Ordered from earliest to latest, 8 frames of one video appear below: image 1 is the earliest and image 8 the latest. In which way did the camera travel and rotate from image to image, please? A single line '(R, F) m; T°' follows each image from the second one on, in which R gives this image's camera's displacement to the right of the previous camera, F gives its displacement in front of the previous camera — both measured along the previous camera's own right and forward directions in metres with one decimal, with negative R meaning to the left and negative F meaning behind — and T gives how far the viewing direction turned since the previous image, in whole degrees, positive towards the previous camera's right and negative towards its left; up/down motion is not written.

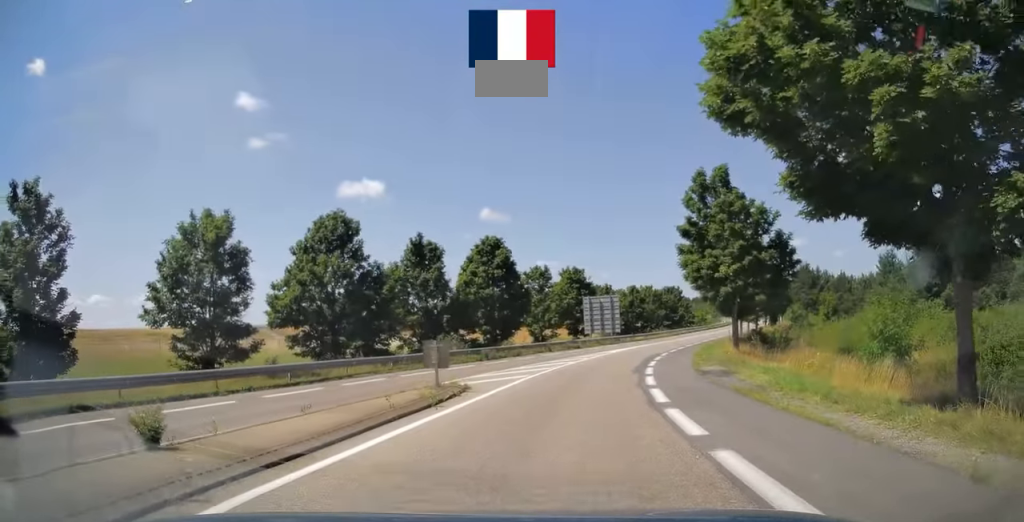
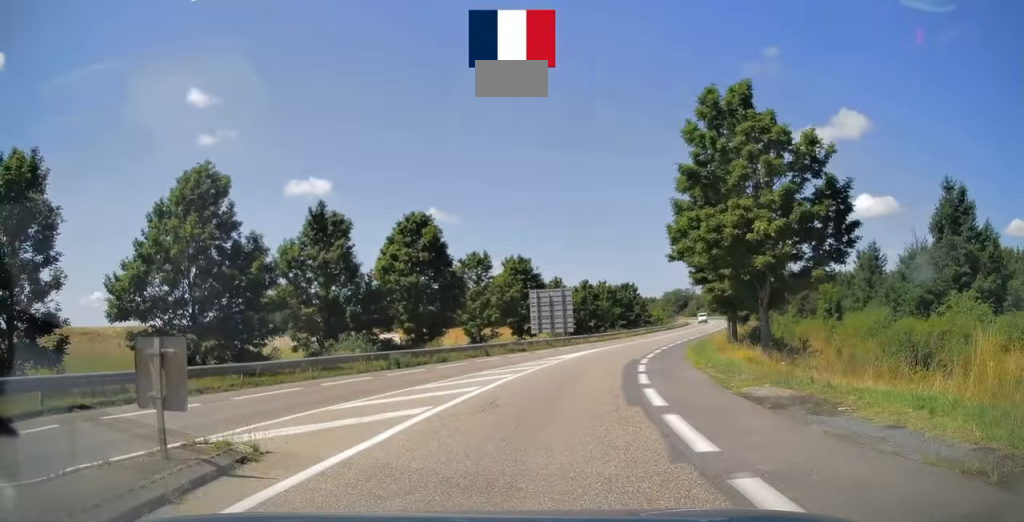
(+0.3, +9.8) m; +4°
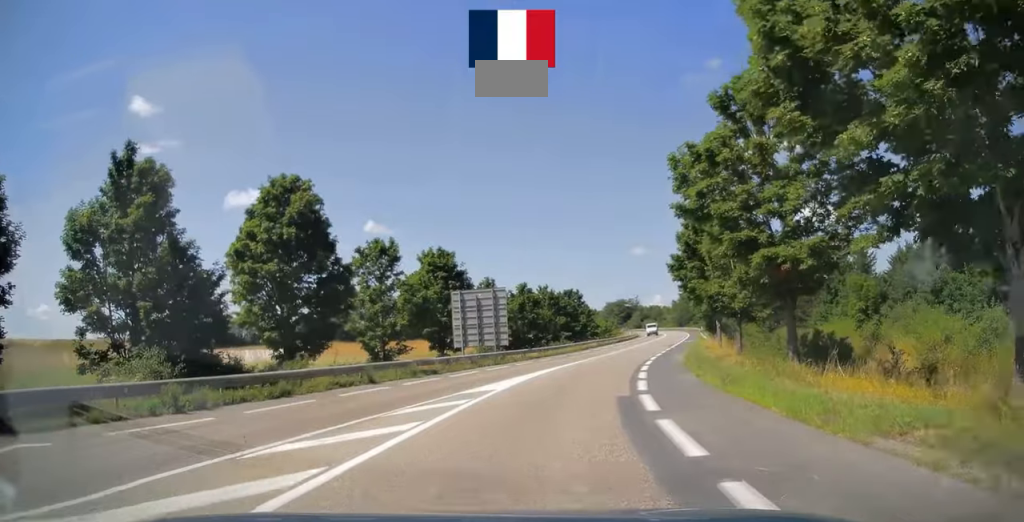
(+0.5, +12.9) m; +6°
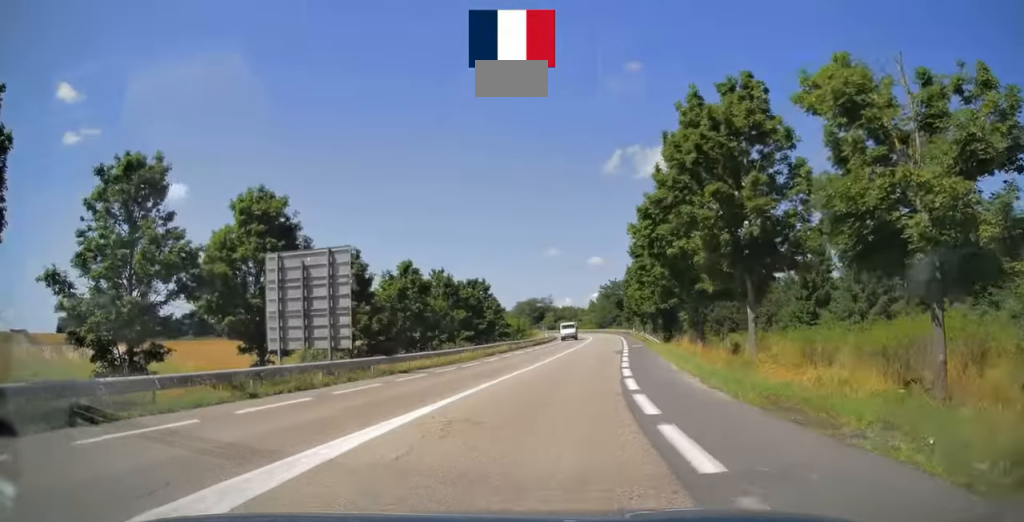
(+1.4, +18.6) m; +8°
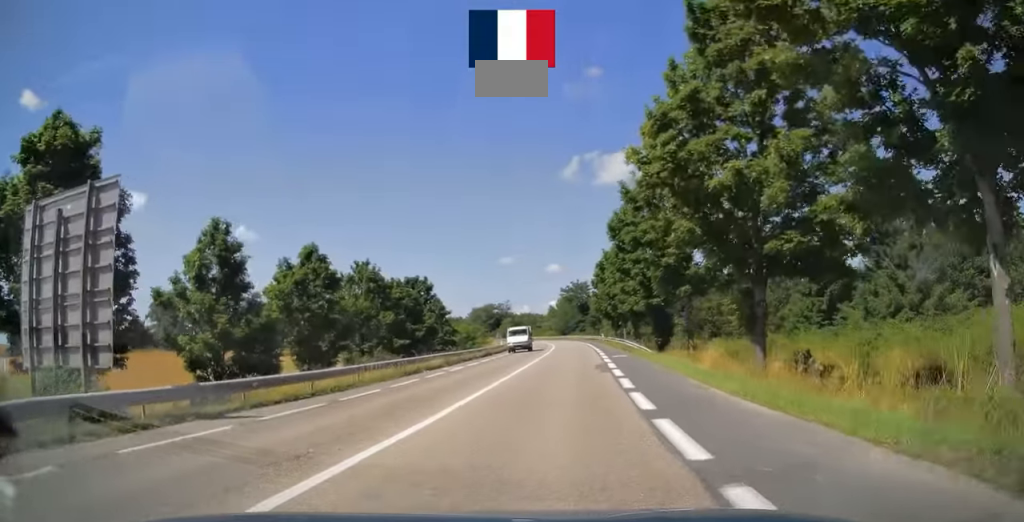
(+0.4, +13.0) m; +5°
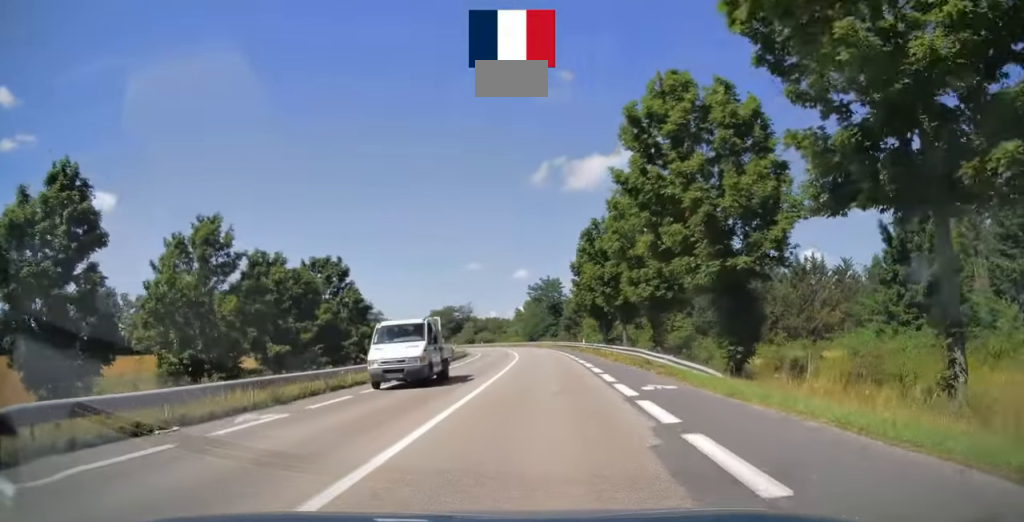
(+1.1, +20.7) m; +3°
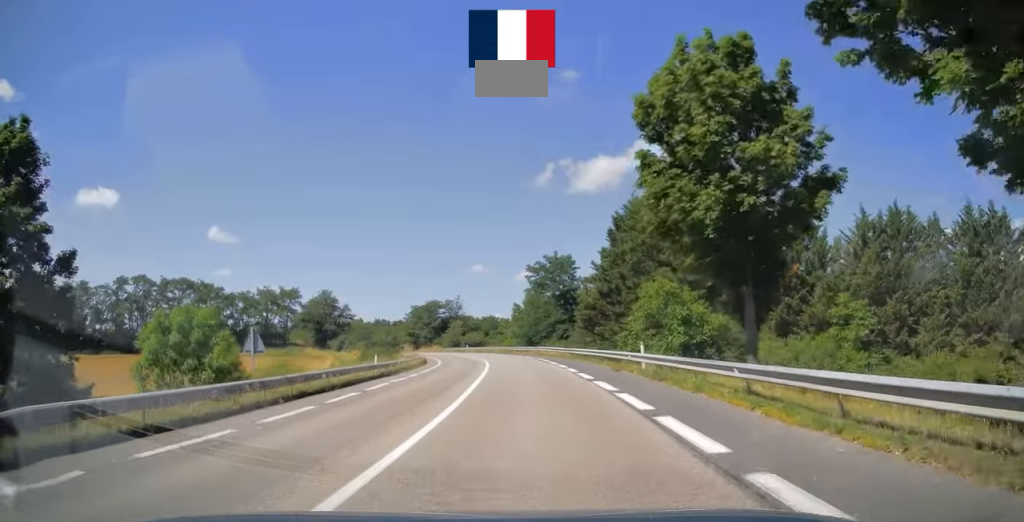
(-0.1, +33.8) m; 0°
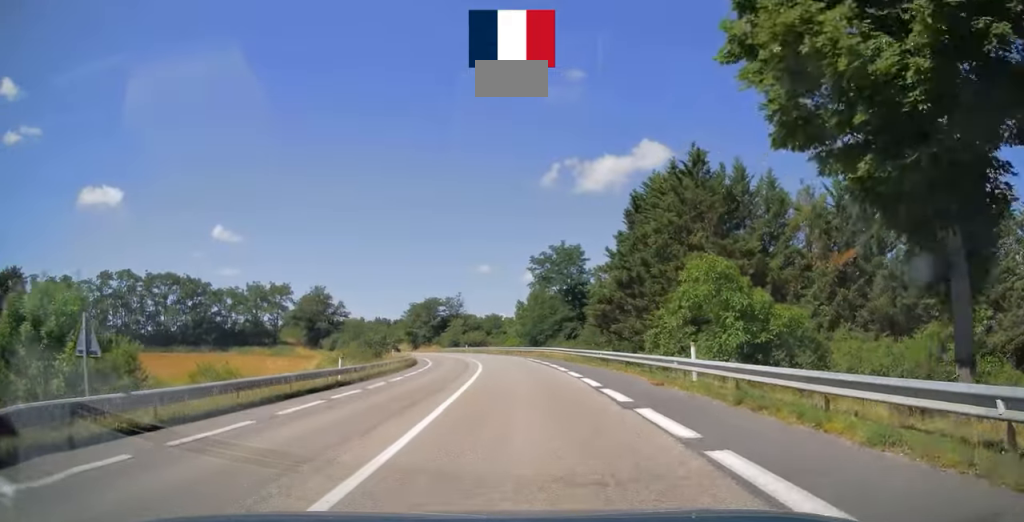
(0.0, +7.1) m; -1°
